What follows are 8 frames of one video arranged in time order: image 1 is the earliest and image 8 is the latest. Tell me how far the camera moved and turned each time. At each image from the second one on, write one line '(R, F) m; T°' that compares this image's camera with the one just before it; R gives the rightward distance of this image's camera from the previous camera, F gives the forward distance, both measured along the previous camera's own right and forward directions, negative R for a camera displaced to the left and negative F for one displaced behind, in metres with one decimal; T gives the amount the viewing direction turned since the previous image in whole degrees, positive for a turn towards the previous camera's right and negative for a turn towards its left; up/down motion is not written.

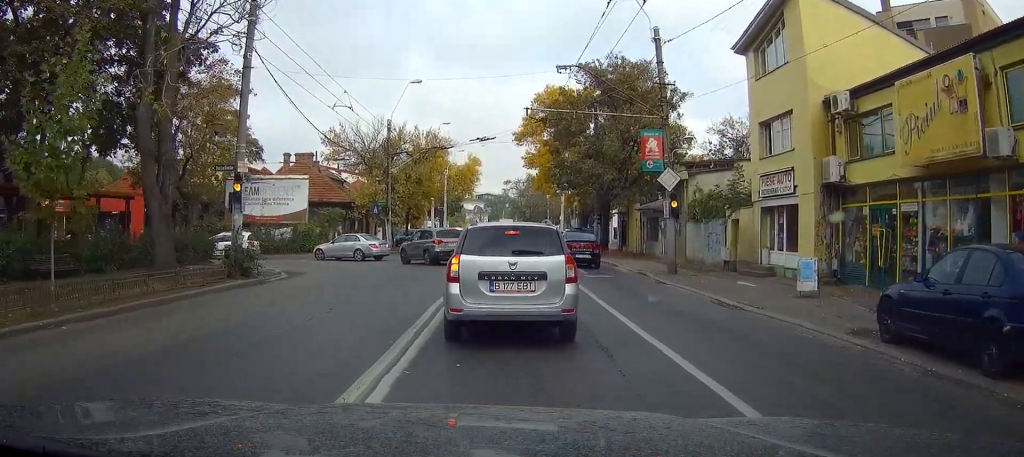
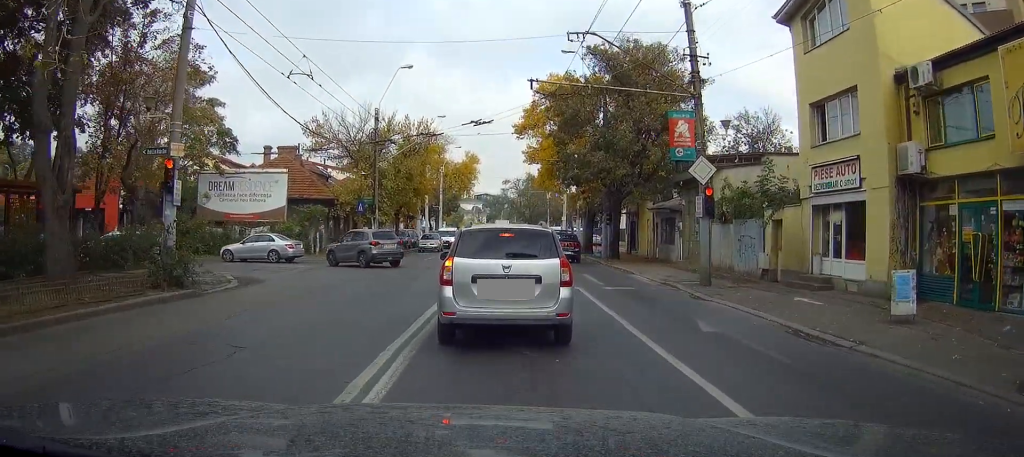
(-0.1, +4.2) m; -1°
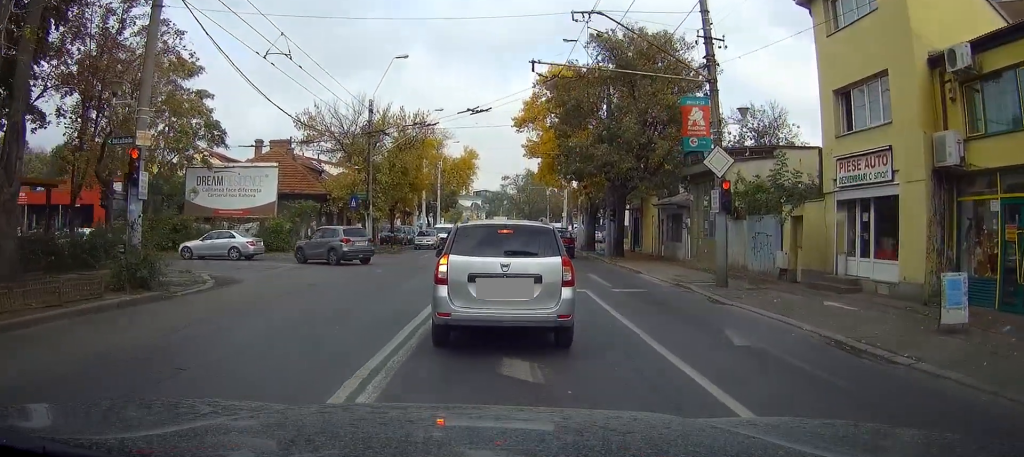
(0.0, +1.5) m; 0°
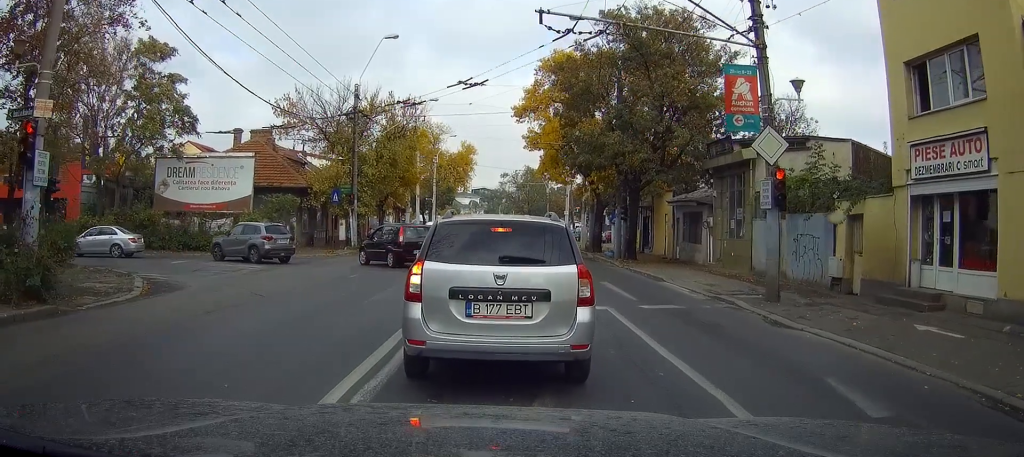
(+0.1, +3.3) m; -3°
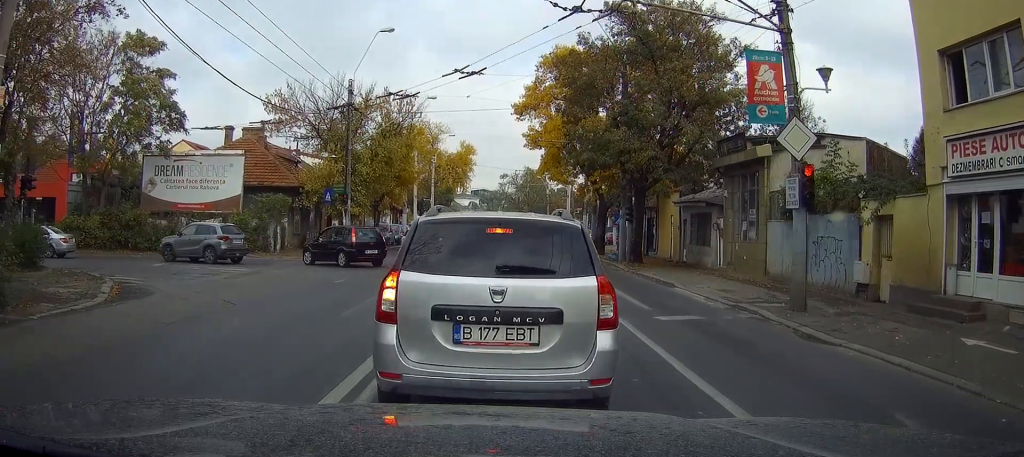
(0.0, +1.4) m; -4°
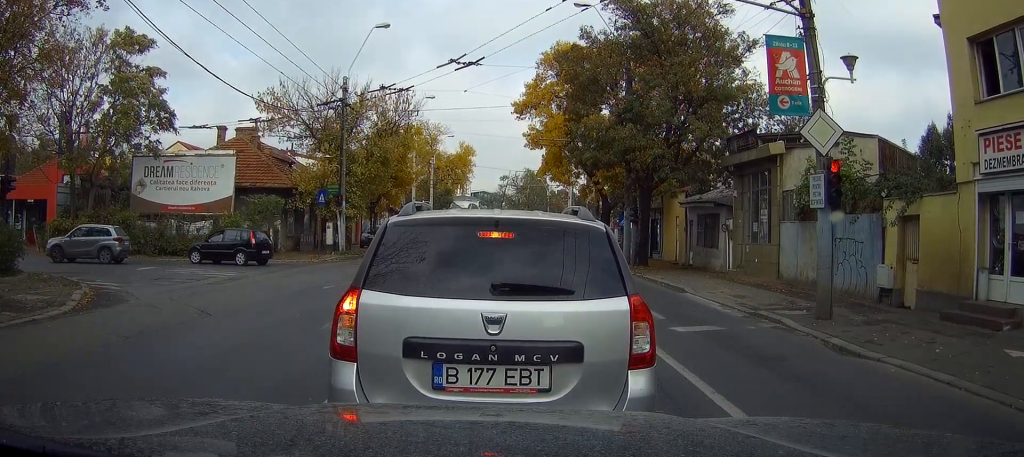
(-0.2, +1.3) m; 0°
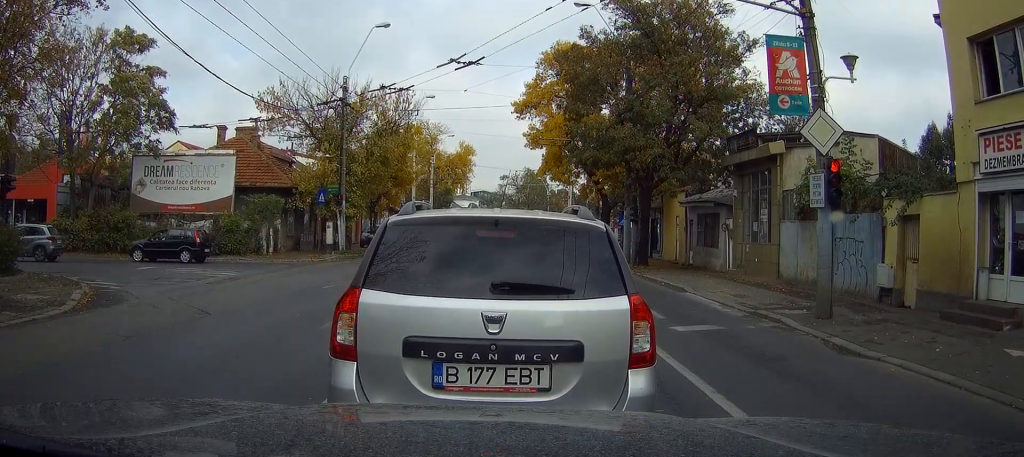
(+0.1, +0.3) m; 0°
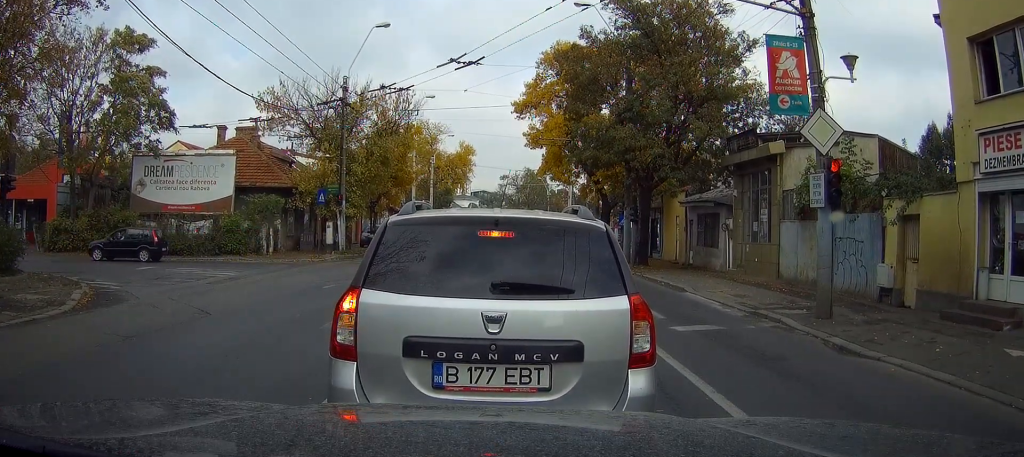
(0.0, 0.0) m; 0°
